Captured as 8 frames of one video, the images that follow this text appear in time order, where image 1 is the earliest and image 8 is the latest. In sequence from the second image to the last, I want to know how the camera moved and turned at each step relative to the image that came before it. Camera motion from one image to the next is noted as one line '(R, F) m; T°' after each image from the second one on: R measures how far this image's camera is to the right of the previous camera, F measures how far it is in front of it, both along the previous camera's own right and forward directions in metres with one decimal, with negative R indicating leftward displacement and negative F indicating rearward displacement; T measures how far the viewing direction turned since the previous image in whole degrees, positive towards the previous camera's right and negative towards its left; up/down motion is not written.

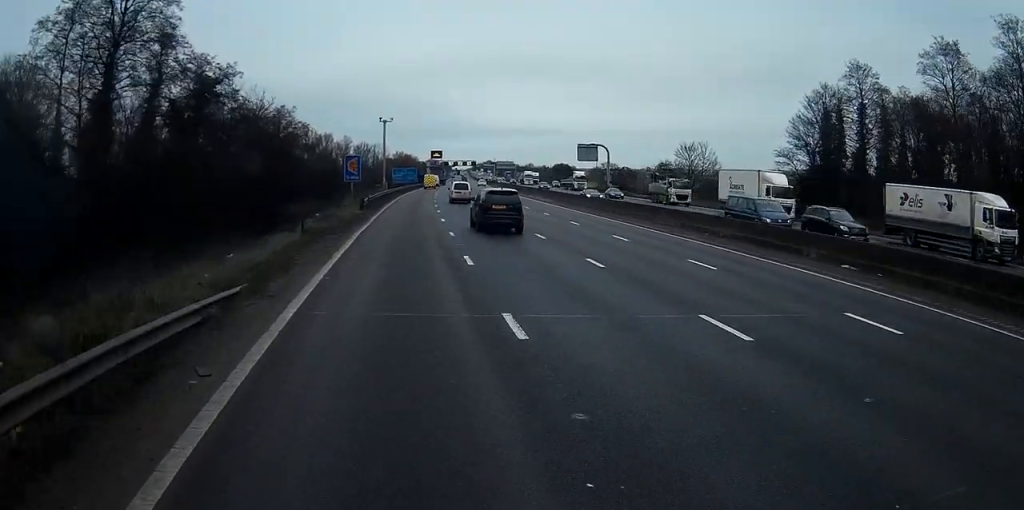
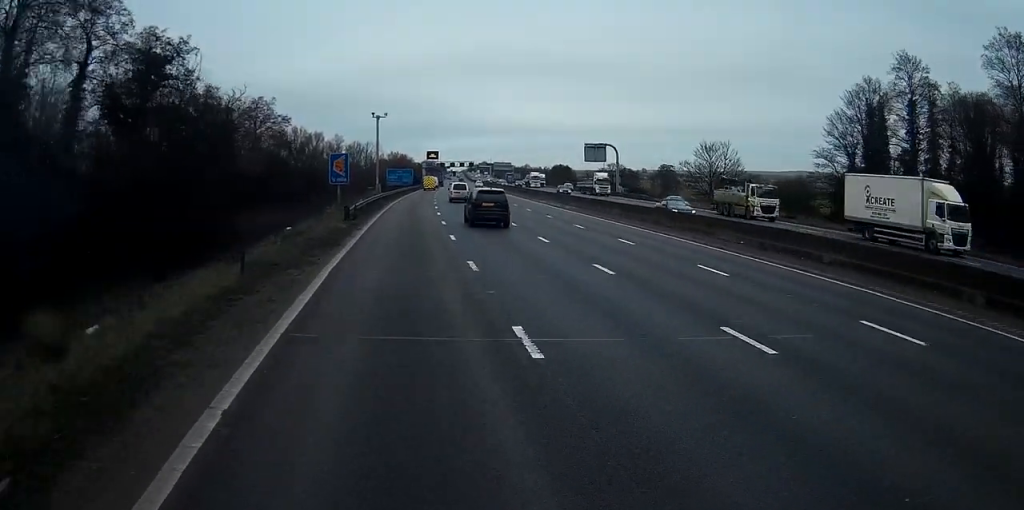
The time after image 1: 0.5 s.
(0.0, +10.0) m; 0°
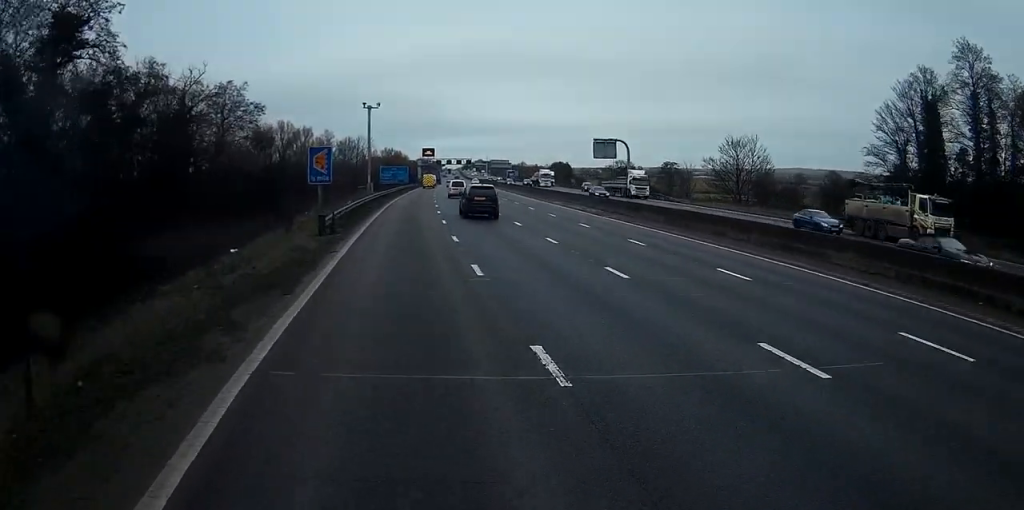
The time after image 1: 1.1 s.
(0.0, +10.6) m; 0°
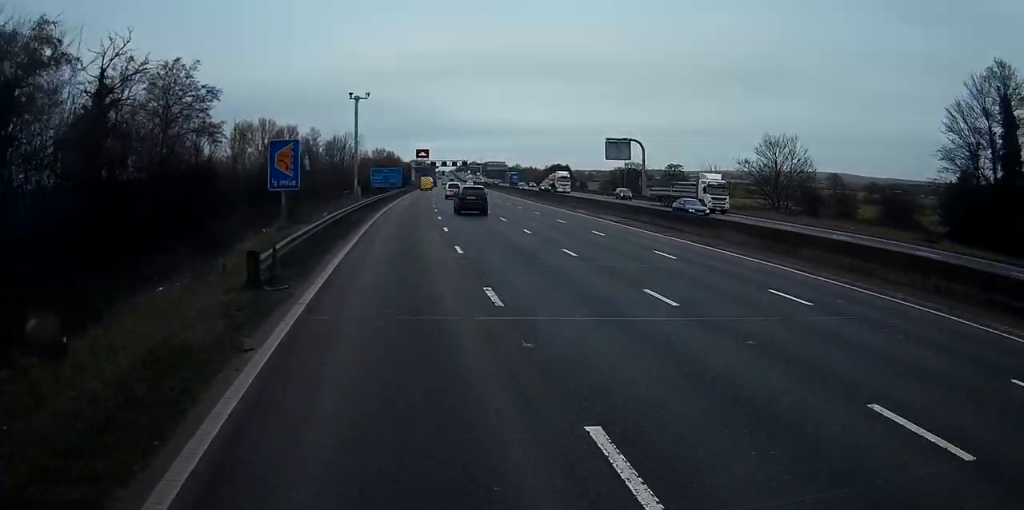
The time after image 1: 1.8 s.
(0.0, +12.6) m; 0°
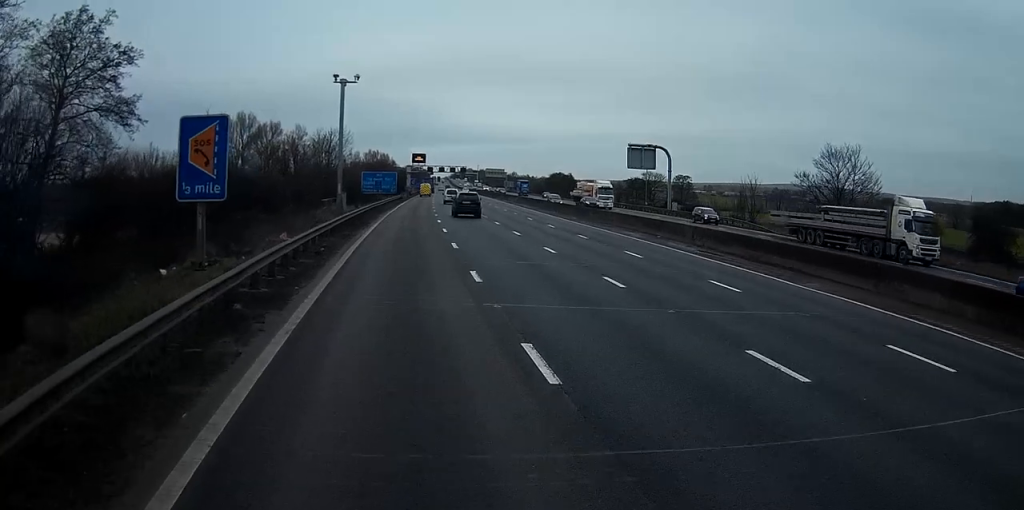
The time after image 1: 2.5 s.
(+0.1, +14.4) m; +1°
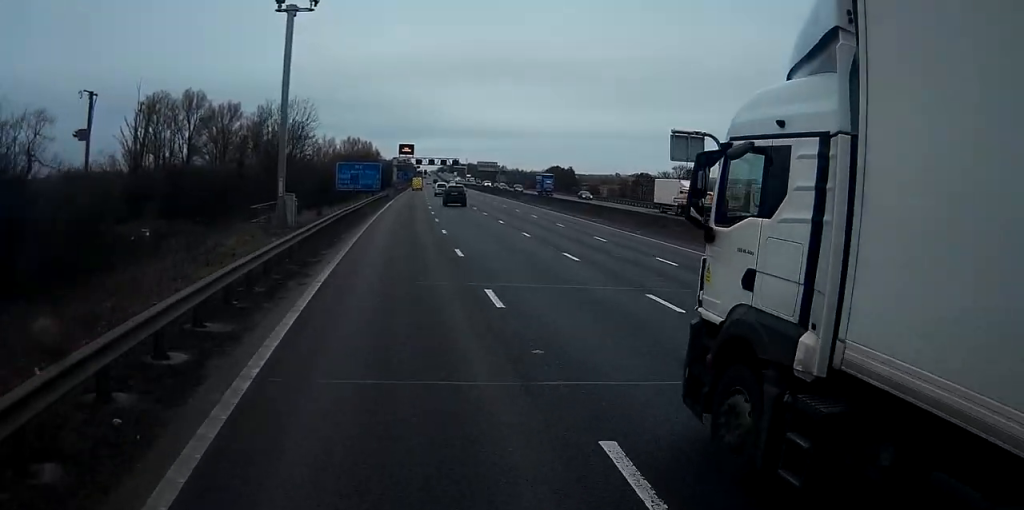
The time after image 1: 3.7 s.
(+0.4, +22.4) m; +2°
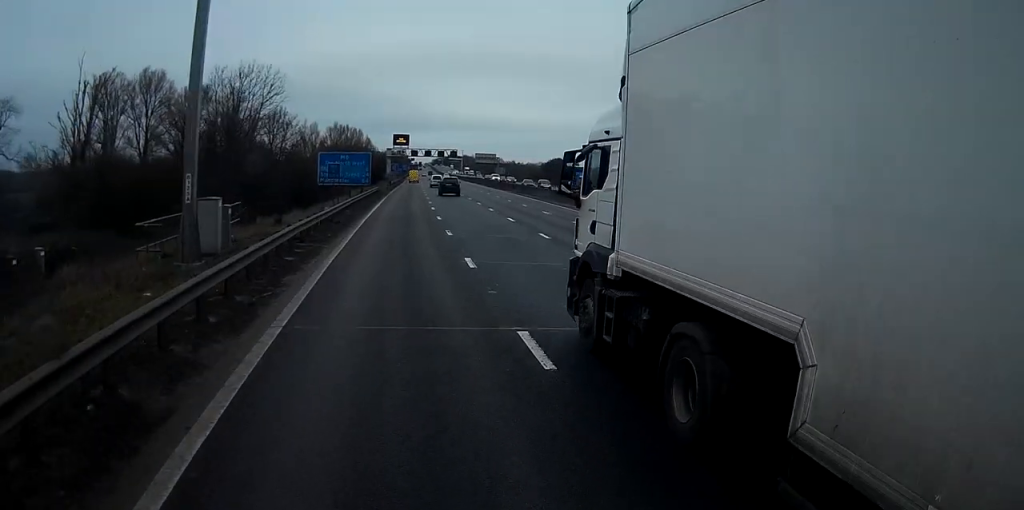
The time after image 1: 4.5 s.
(+0.1, +13.6) m; +1°
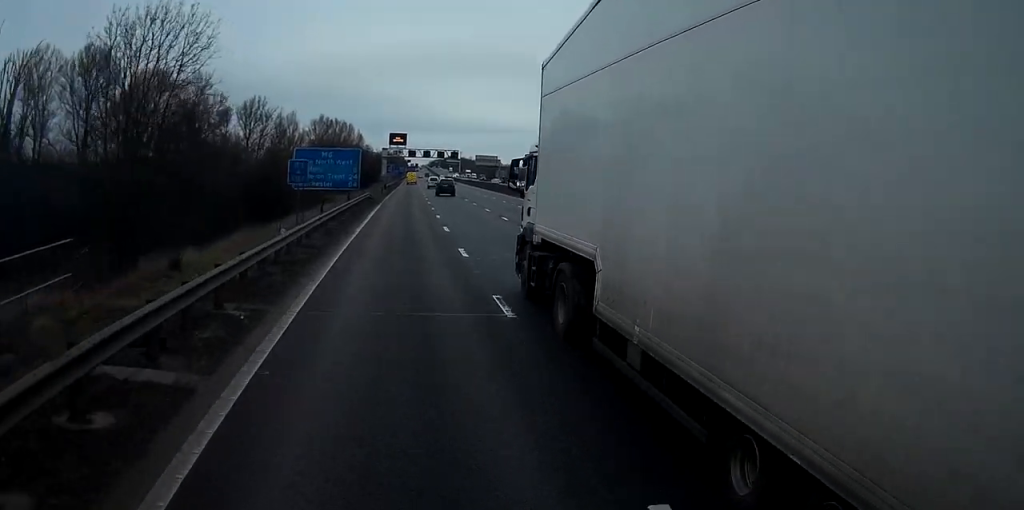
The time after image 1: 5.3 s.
(+0.1, +14.7) m; 0°
